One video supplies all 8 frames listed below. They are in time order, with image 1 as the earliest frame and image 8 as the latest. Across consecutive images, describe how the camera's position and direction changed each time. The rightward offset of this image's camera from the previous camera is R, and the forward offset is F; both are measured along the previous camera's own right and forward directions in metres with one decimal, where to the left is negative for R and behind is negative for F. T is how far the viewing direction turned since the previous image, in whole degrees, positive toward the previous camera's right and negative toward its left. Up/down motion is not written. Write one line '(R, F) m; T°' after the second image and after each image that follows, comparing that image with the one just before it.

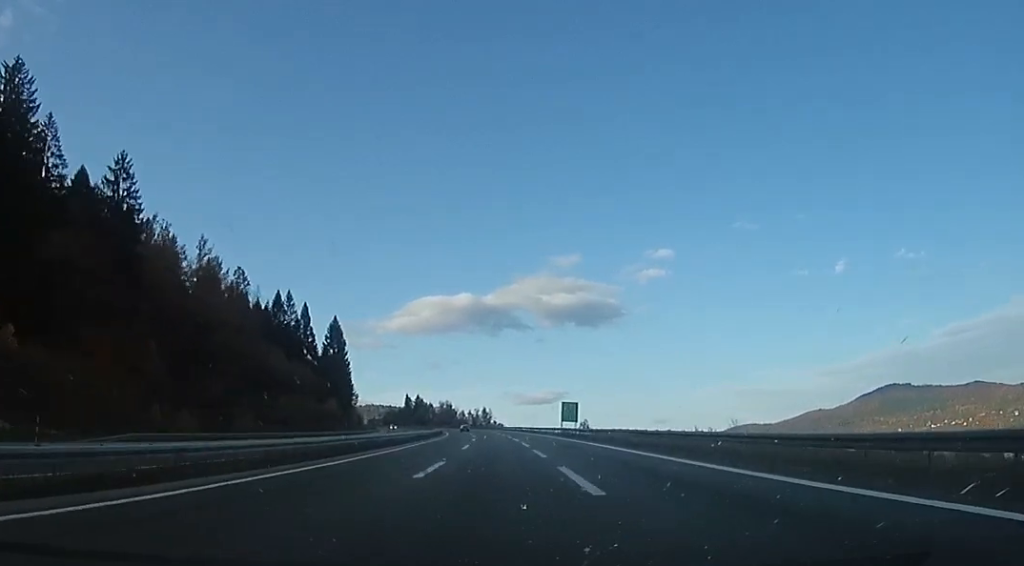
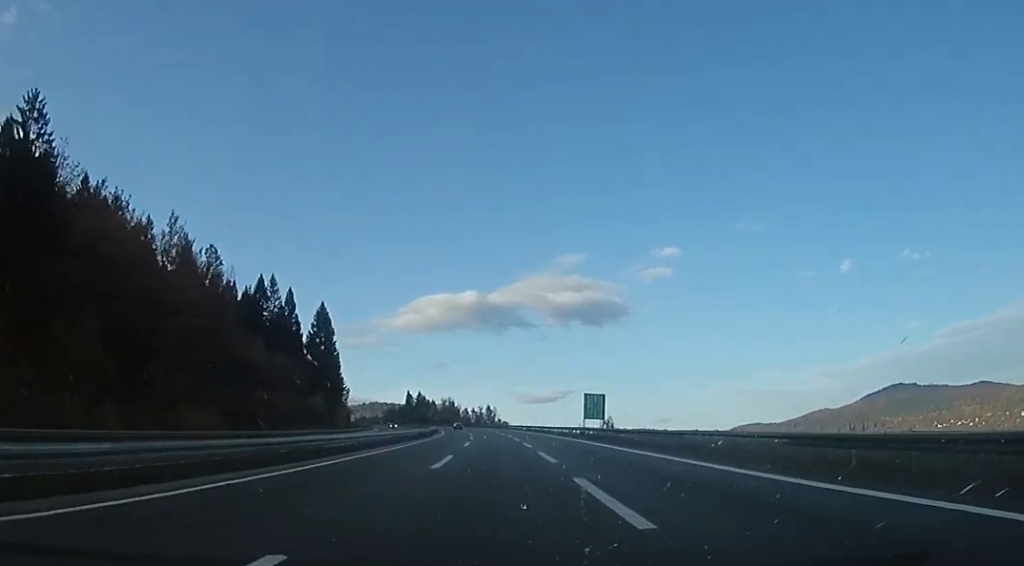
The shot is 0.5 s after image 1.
(+0.6, +15.2) m; 0°
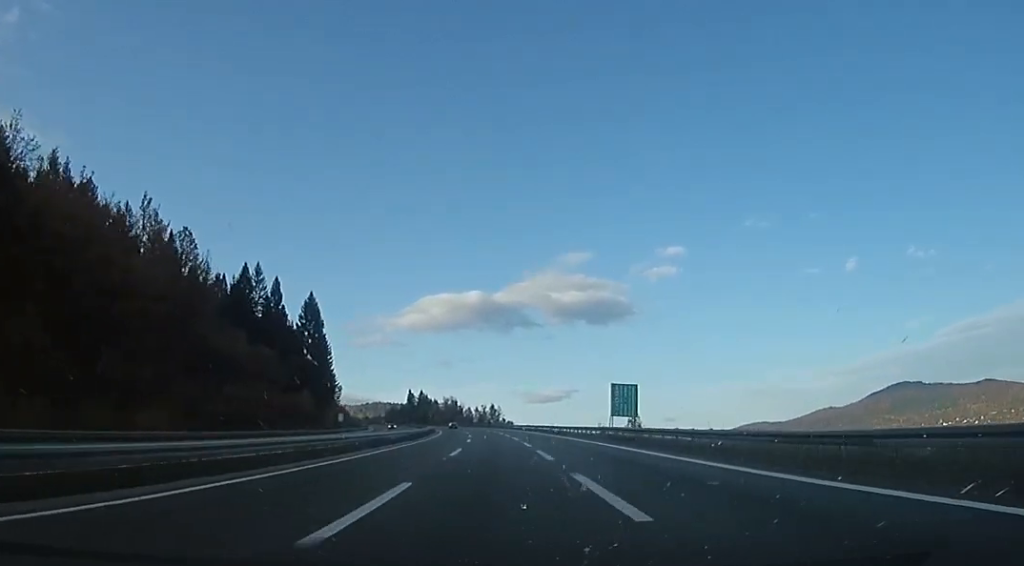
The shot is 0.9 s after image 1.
(-0.3, +11.4) m; -1°
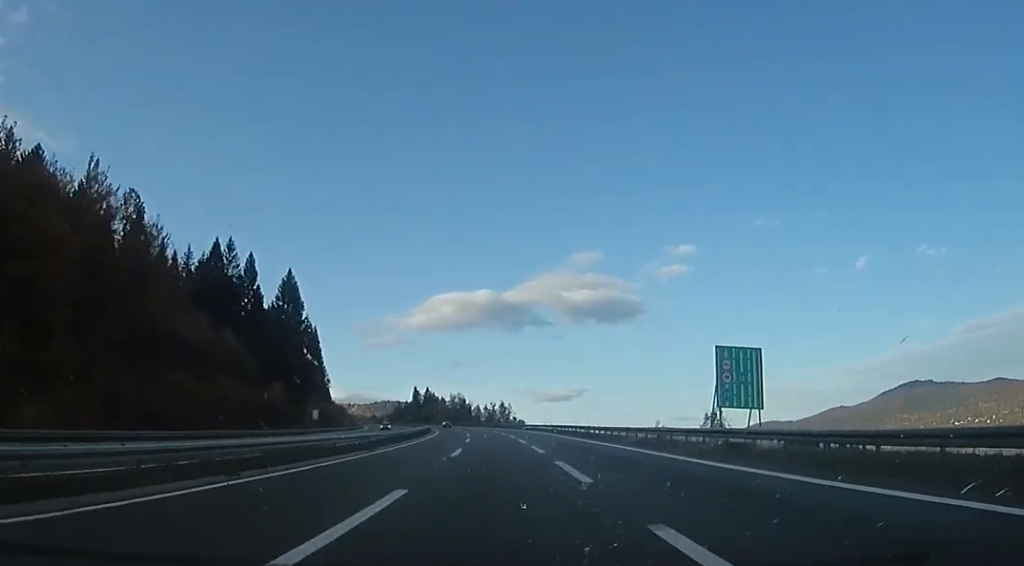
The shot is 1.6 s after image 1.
(-0.5, +19.1) m; -1°
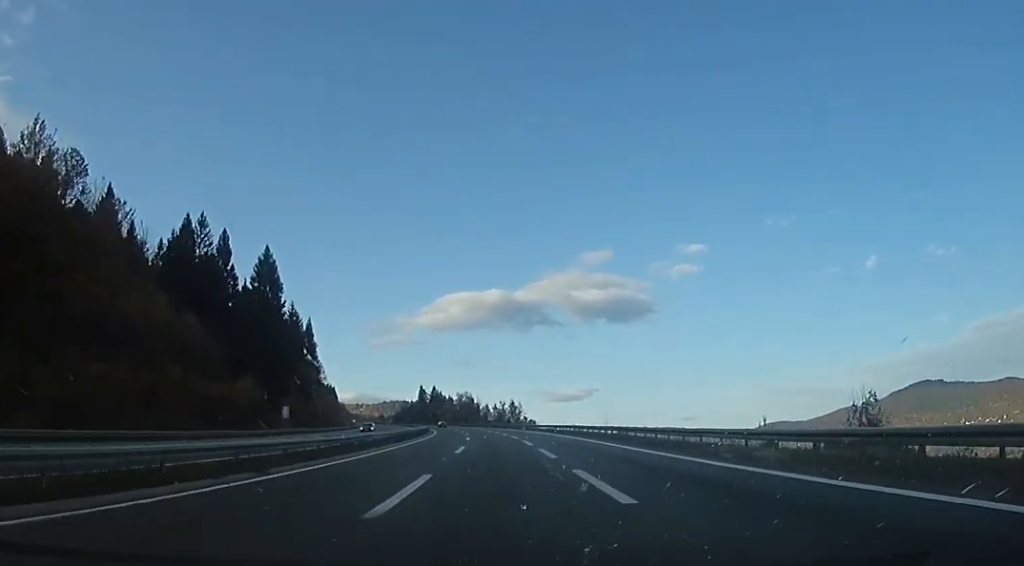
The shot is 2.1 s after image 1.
(0.0, +15.4) m; -1°
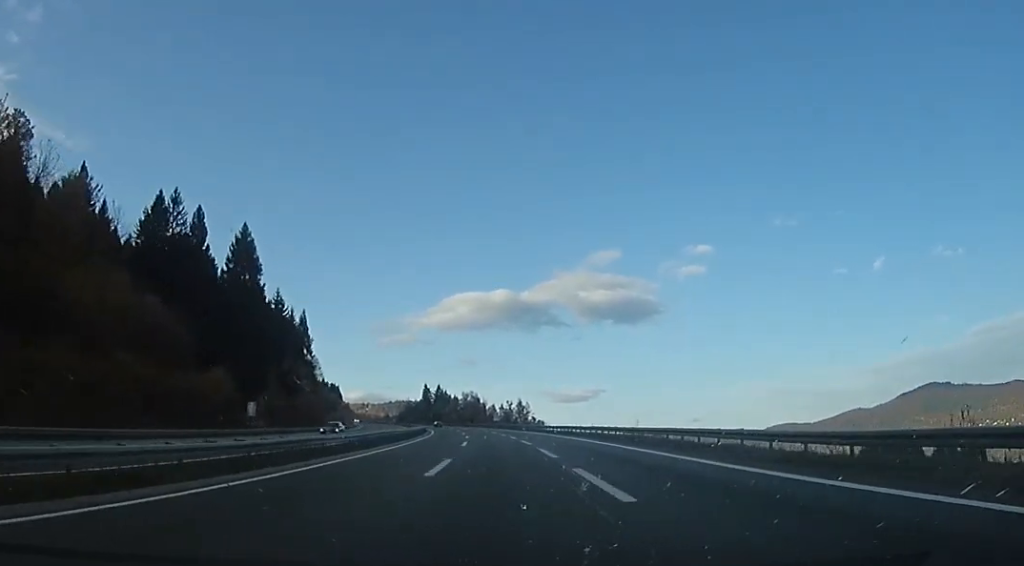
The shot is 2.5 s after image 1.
(+0.3, +11.5) m; -1°
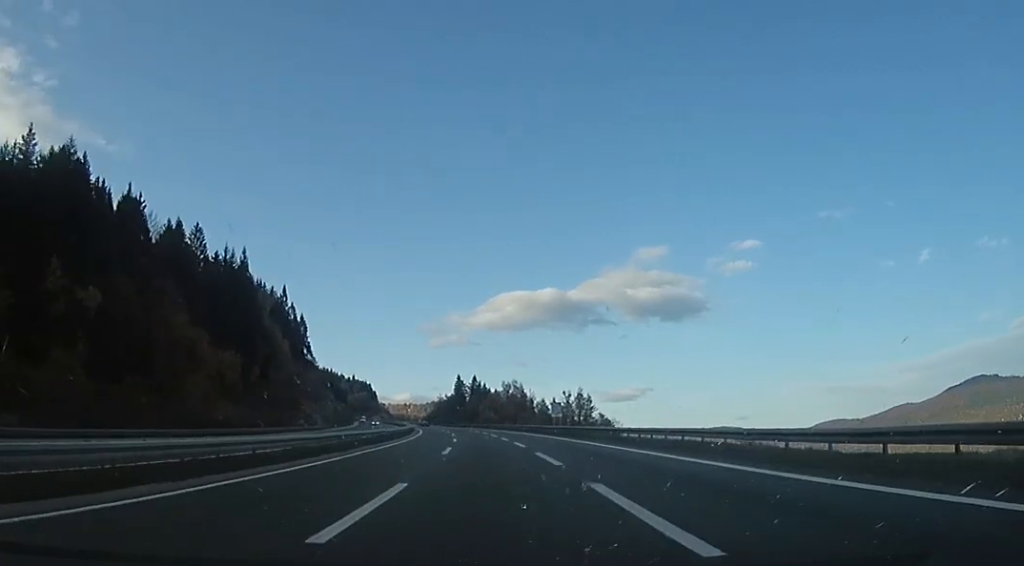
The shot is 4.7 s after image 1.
(-2.9, +63.0) m; -5°
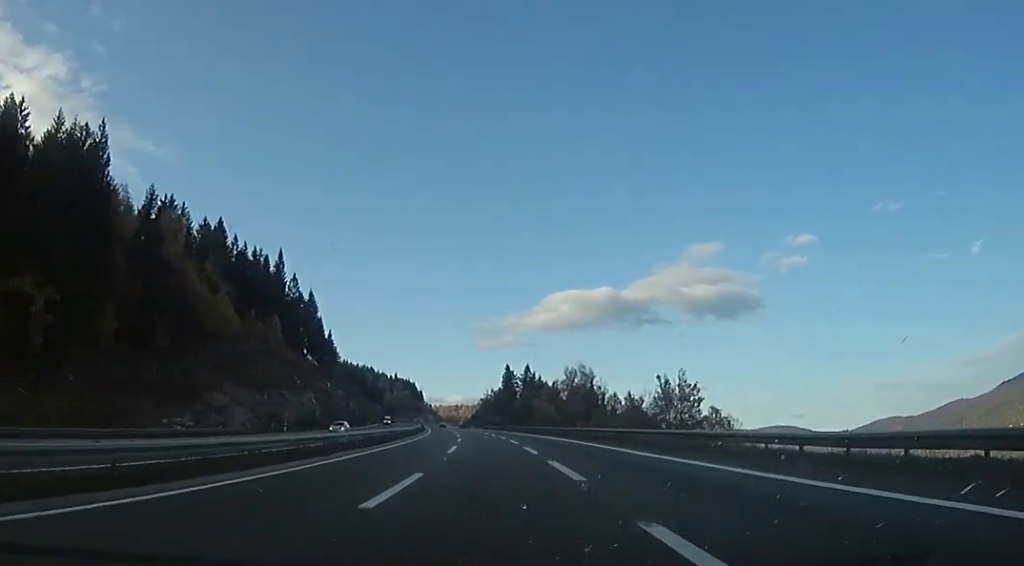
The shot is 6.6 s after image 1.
(-1.8, +52.2) m; -4°
